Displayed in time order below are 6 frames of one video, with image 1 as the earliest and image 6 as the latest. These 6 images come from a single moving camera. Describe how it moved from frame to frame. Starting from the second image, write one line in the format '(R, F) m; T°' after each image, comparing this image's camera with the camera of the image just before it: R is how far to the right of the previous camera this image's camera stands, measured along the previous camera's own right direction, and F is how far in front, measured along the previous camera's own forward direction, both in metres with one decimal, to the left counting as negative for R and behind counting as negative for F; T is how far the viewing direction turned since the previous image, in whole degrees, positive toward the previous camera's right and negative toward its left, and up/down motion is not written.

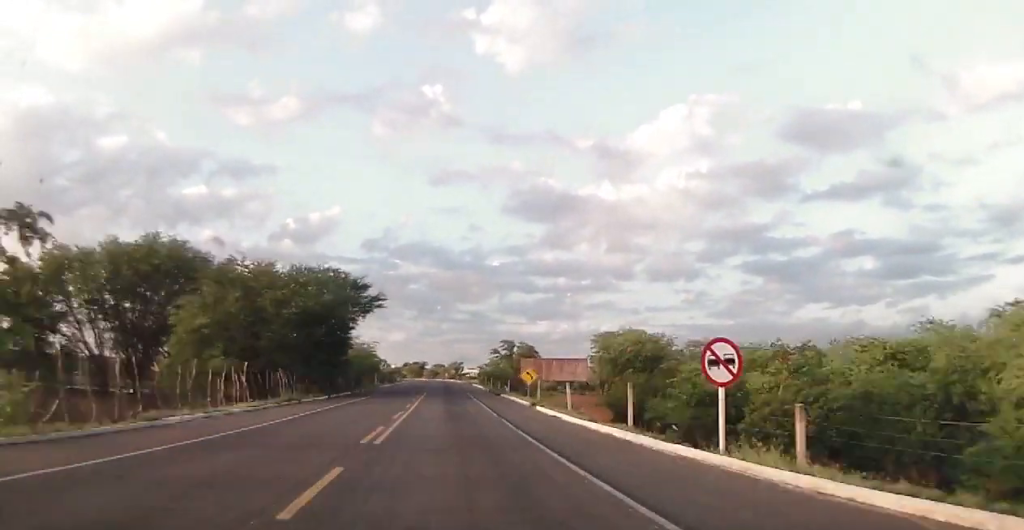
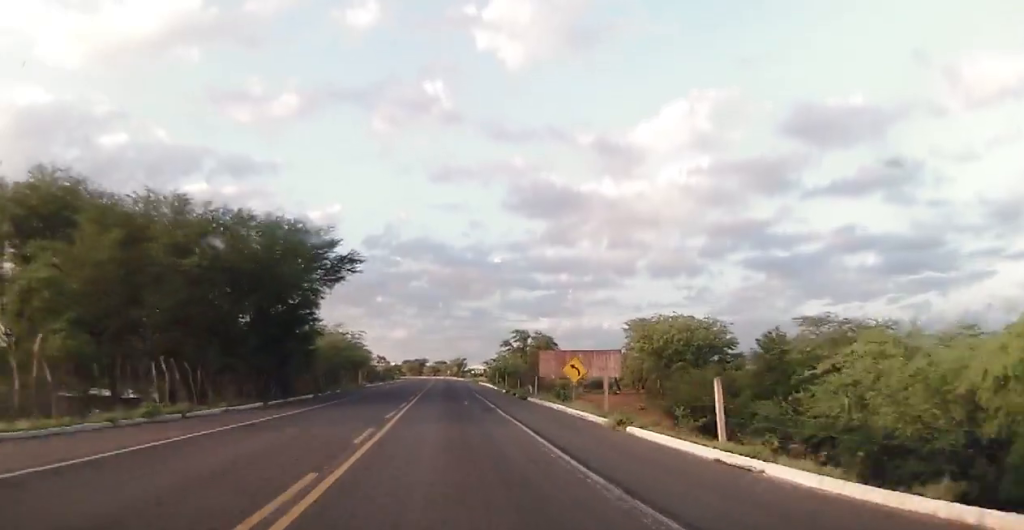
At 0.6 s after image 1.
(+0.1, +18.6) m; 0°
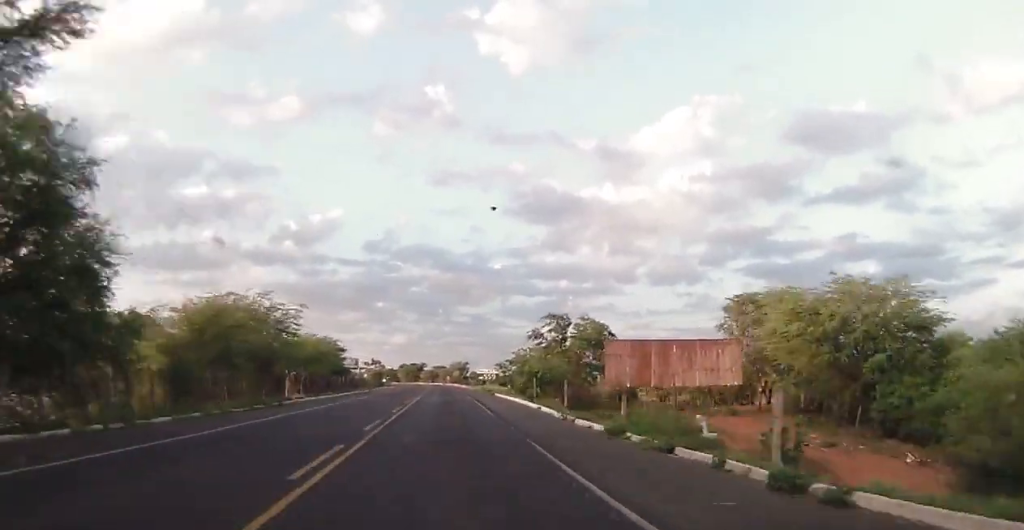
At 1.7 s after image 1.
(-0.1, +37.5) m; 0°
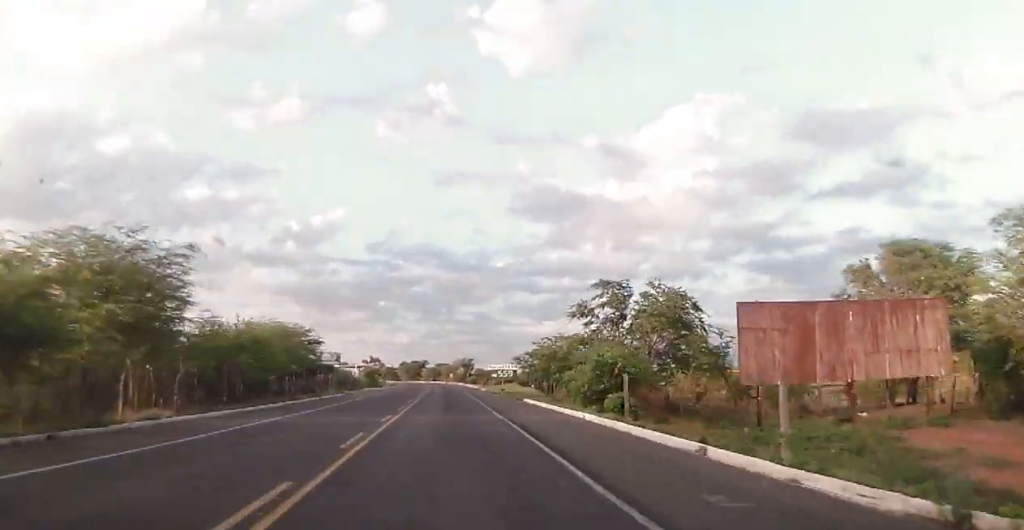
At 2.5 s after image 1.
(+0.2, +22.8) m; 0°
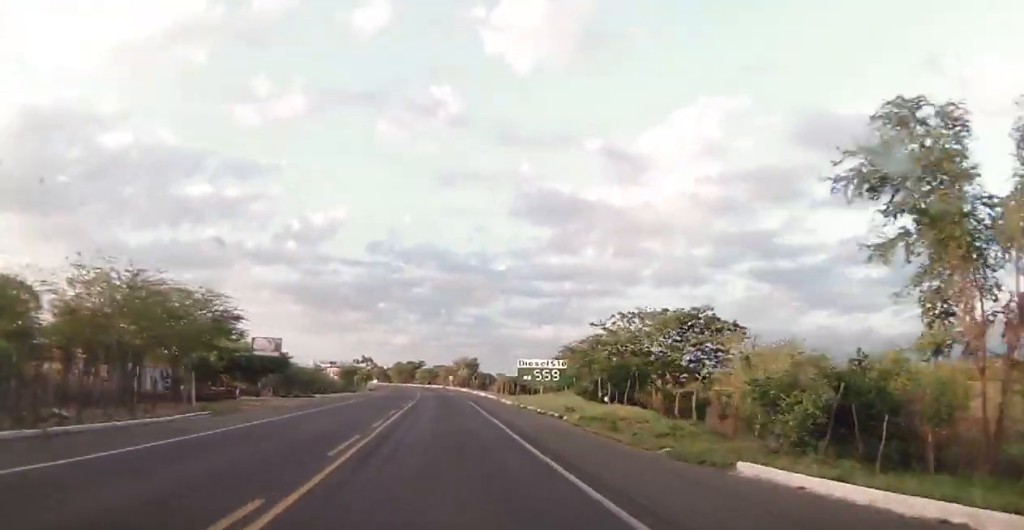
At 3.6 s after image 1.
(-0.3, +31.9) m; 0°
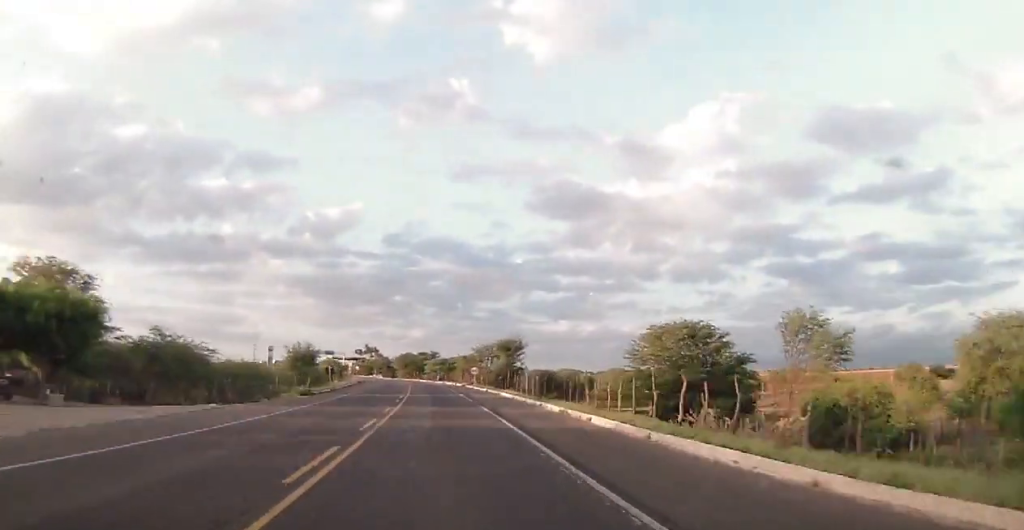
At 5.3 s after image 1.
(+0.1, +47.6) m; 0°
